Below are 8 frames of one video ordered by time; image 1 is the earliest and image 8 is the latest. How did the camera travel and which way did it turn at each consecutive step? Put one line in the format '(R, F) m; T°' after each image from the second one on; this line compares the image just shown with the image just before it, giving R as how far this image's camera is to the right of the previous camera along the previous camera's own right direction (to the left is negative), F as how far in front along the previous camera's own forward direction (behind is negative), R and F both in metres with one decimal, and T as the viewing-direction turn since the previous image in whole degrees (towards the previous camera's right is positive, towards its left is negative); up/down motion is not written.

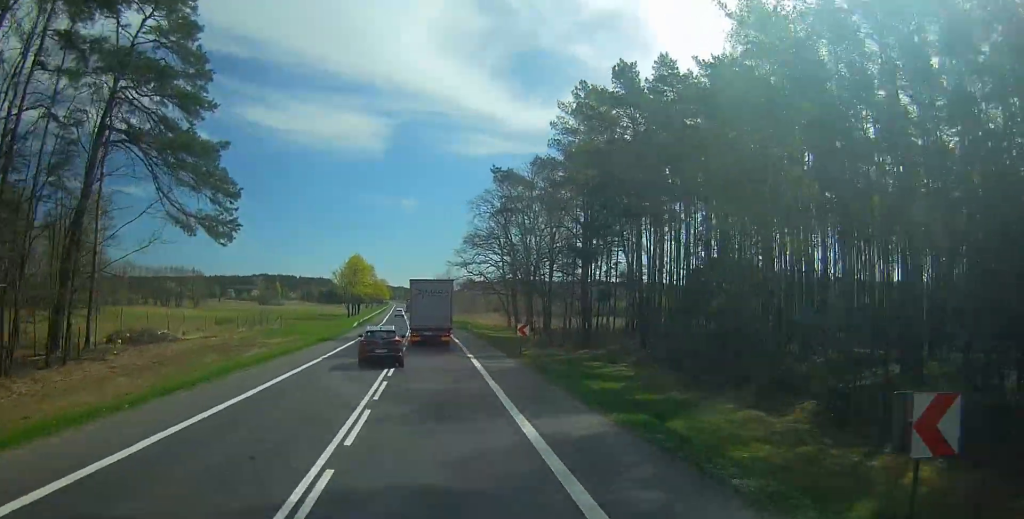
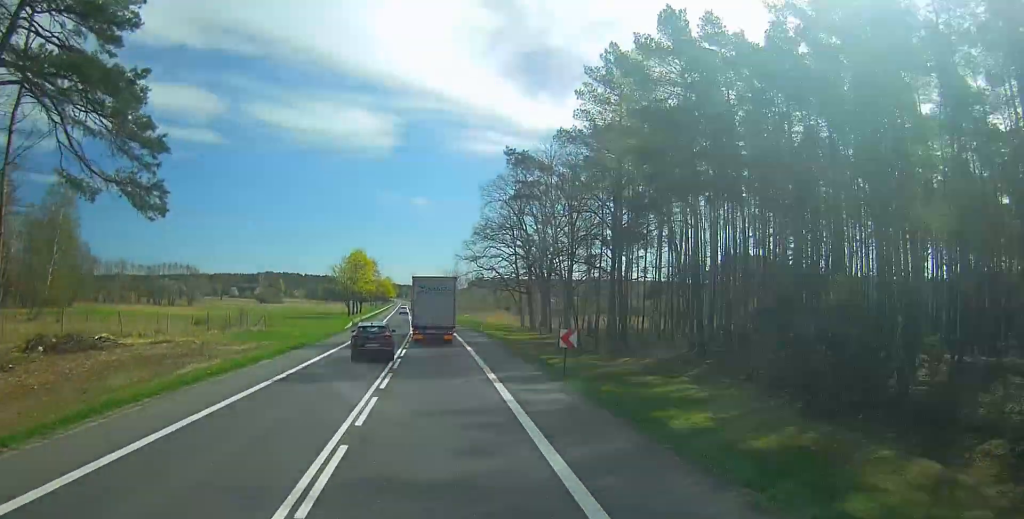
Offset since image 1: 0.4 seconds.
(0.0, +10.5) m; 0°
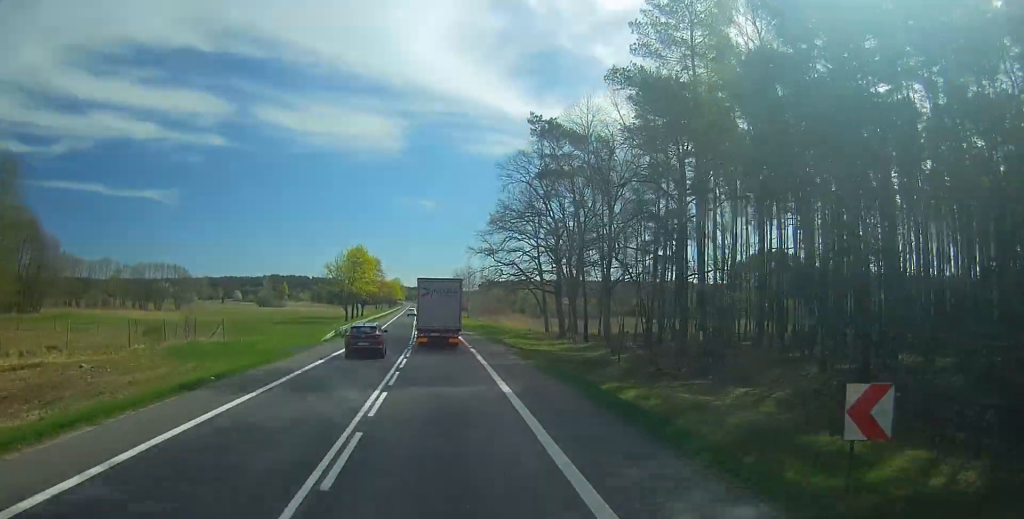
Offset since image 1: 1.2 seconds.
(-0.1, +16.7) m; -1°
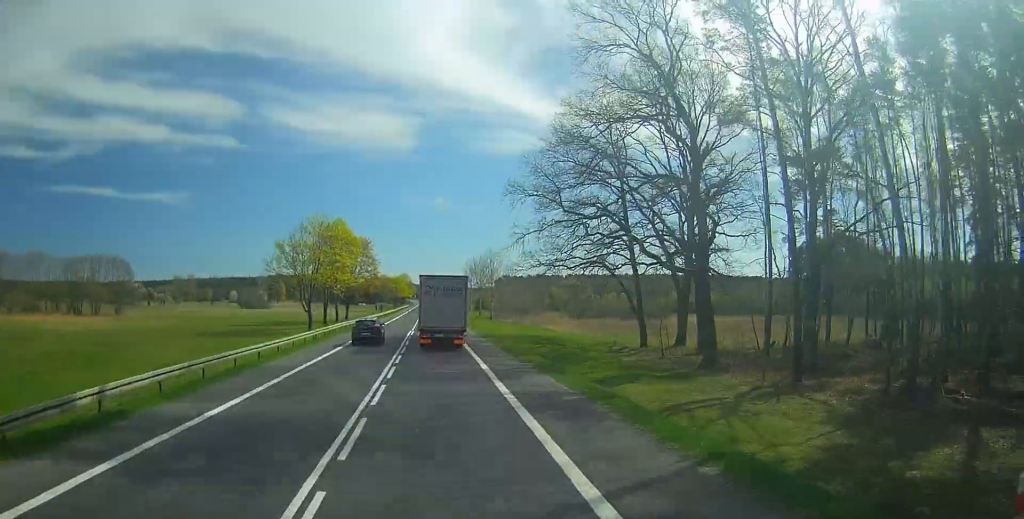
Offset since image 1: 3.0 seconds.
(-0.5, +43.0) m; -1°
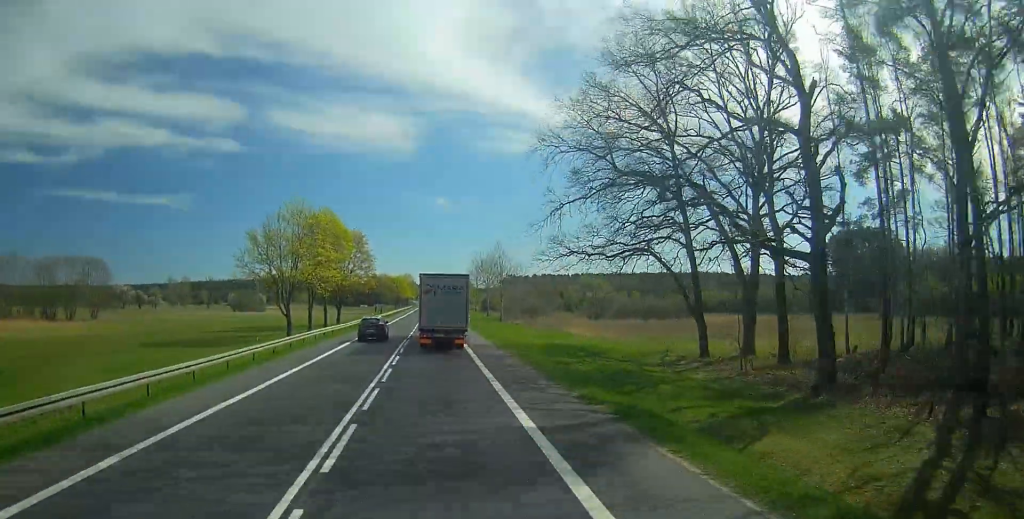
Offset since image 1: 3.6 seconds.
(0.0, +12.7) m; 0°
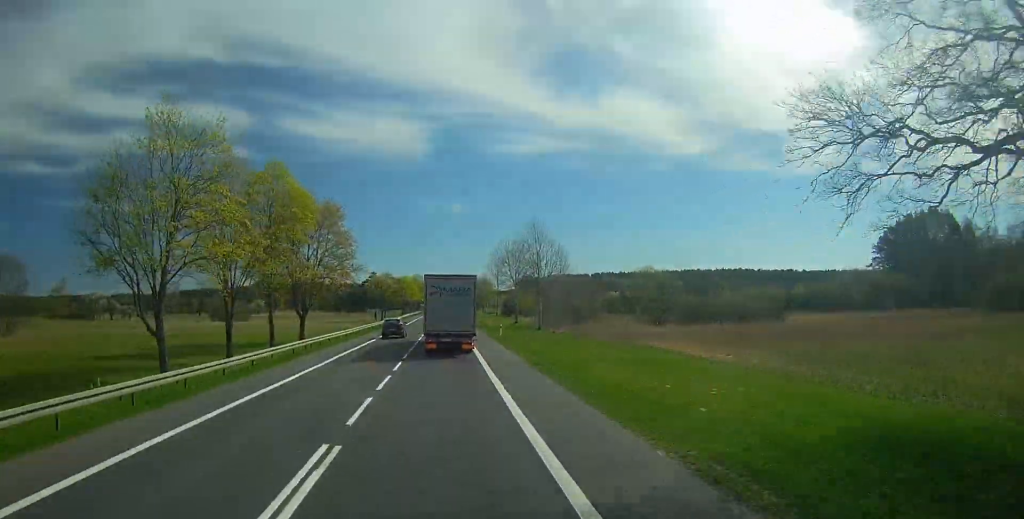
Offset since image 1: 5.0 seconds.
(-0.5, +33.4) m; -1°
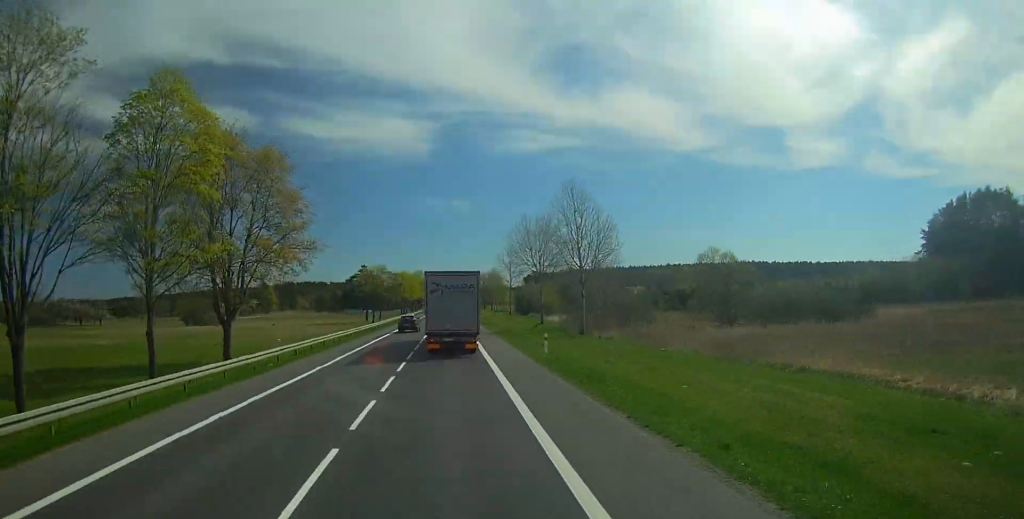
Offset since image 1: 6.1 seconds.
(0.0, +24.3) m; 0°
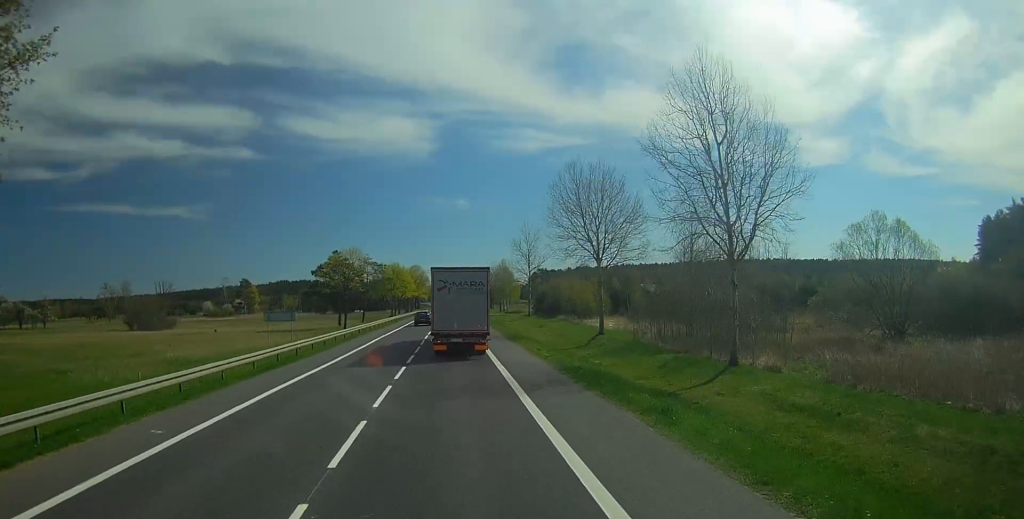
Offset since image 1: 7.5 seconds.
(-0.1, +32.3) m; 0°
